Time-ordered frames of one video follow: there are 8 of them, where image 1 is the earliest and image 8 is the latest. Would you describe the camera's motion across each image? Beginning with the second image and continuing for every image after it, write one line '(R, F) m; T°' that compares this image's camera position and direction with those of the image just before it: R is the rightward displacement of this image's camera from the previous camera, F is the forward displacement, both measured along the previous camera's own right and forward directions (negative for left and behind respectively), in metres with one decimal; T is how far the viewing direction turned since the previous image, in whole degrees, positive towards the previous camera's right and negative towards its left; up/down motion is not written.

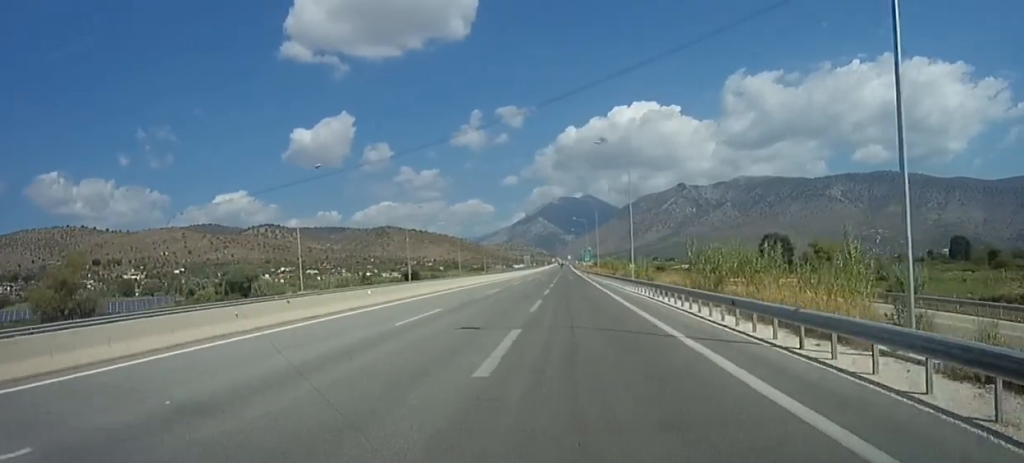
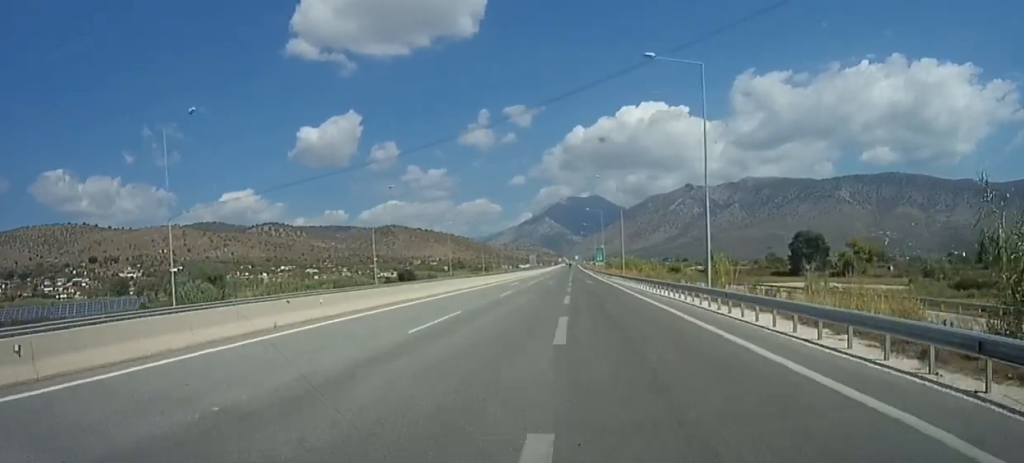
(-0.4, +20.3) m; -1°
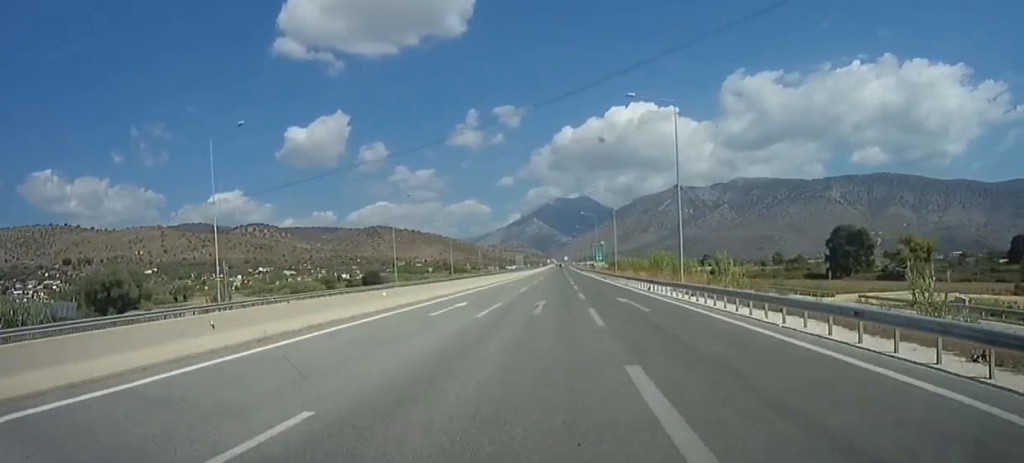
(-0.1, +31.6) m; +1°
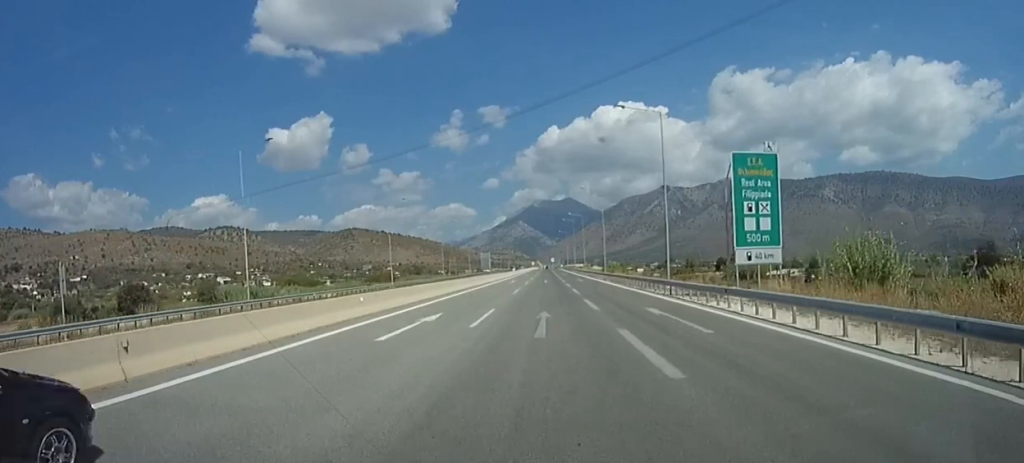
(+2.6, +110.7) m; +1°
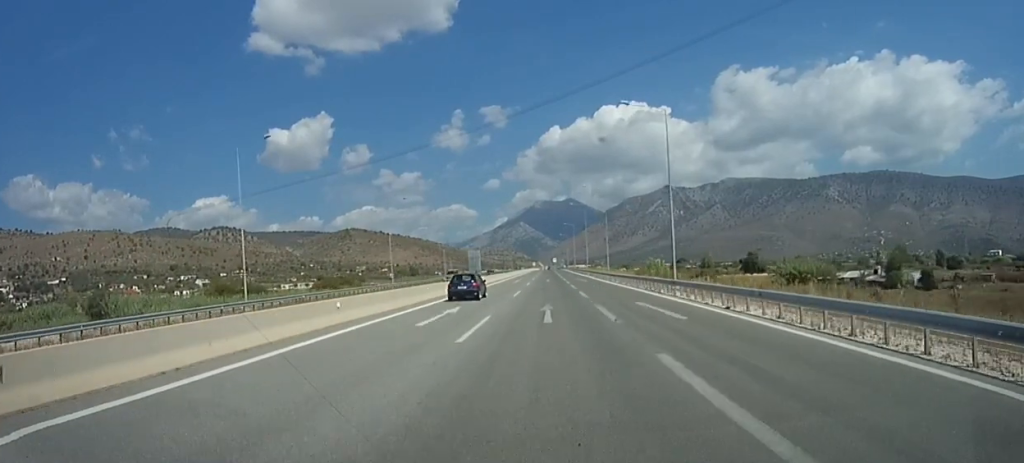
(+0.9, +38.3) m; +2°
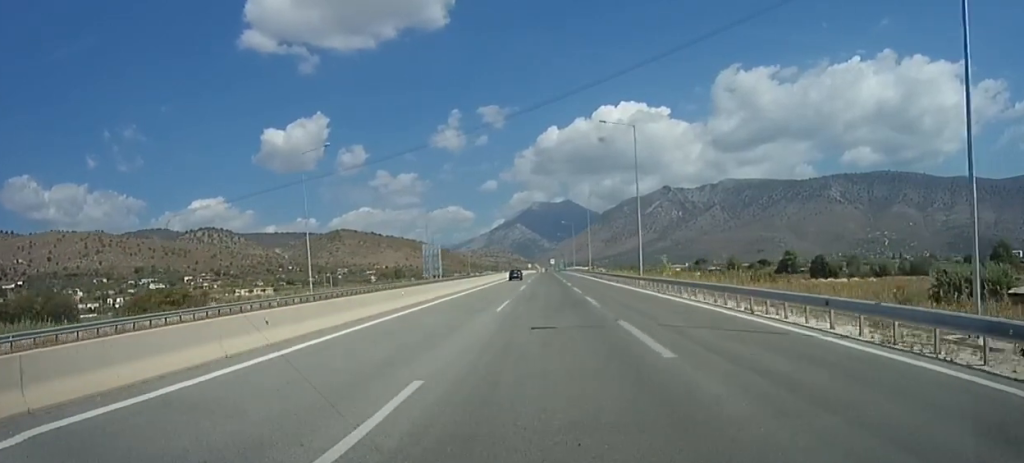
(+0.4, +64.7) m; -1°
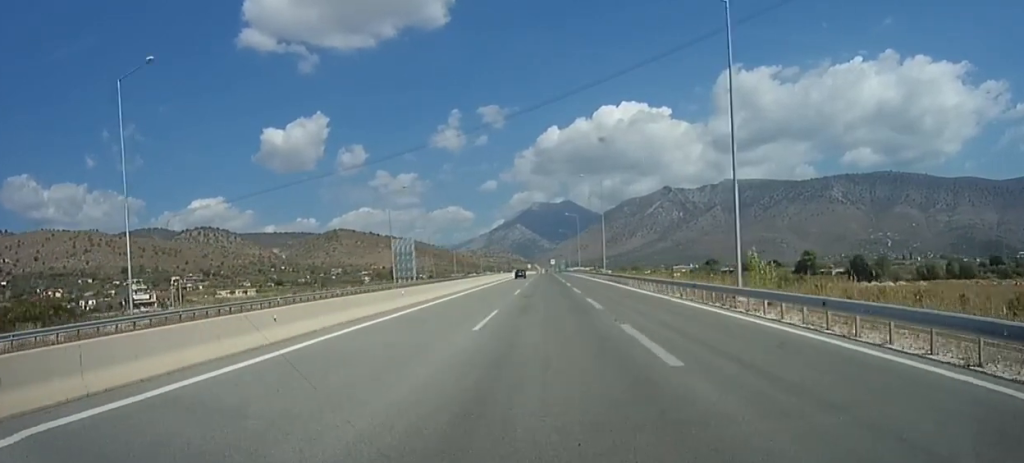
(-0.8, +23.7) m; 0°
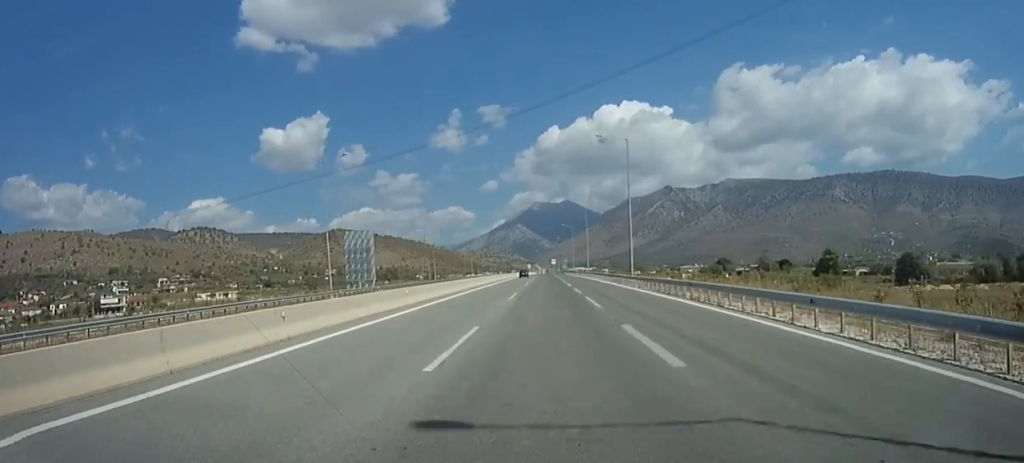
(-0.7, +23.7) m; 0°
